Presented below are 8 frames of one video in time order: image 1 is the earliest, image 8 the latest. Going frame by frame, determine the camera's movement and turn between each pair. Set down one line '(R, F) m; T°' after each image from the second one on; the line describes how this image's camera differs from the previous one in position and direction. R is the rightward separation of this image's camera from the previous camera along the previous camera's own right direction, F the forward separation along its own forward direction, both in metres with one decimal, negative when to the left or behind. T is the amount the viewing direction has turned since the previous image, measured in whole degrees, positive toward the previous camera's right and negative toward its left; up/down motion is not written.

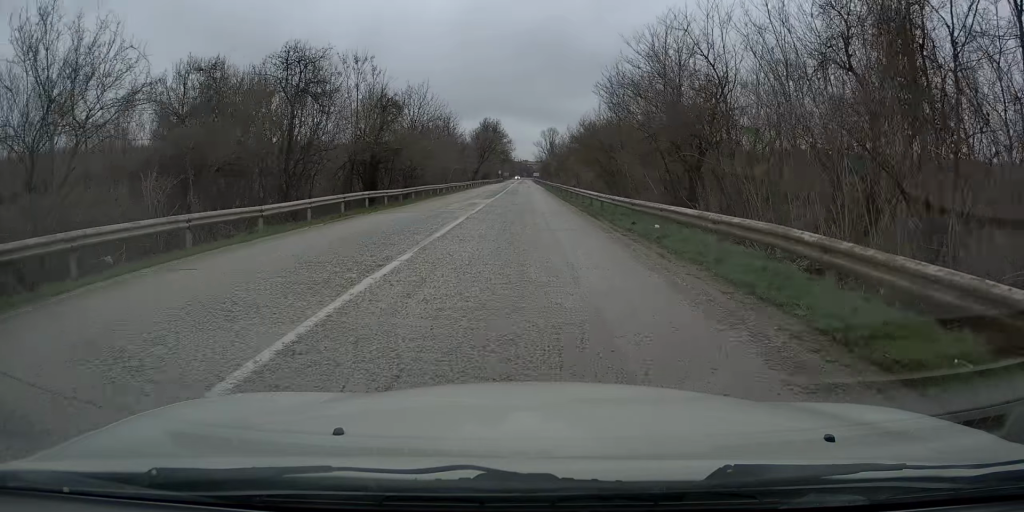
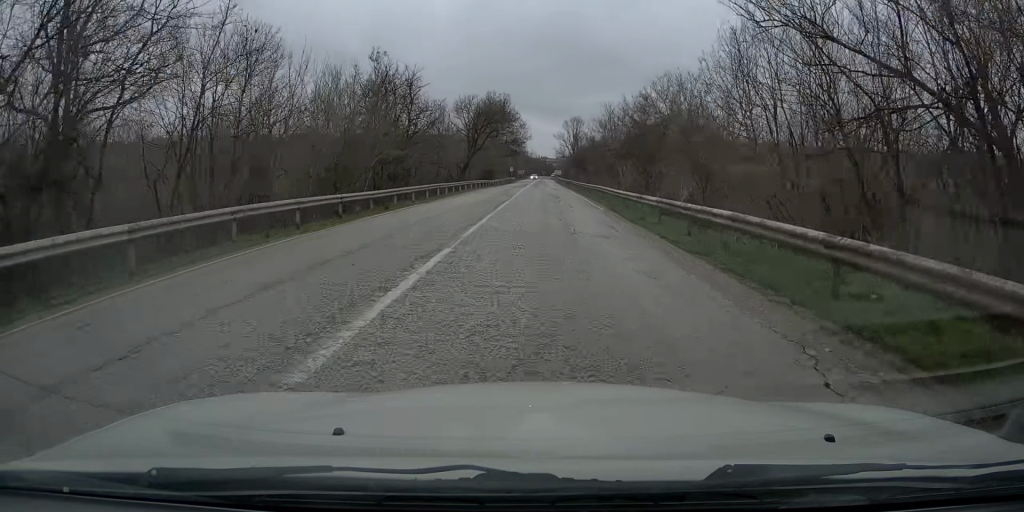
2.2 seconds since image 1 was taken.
(+0.2, +45.2) m; 0°
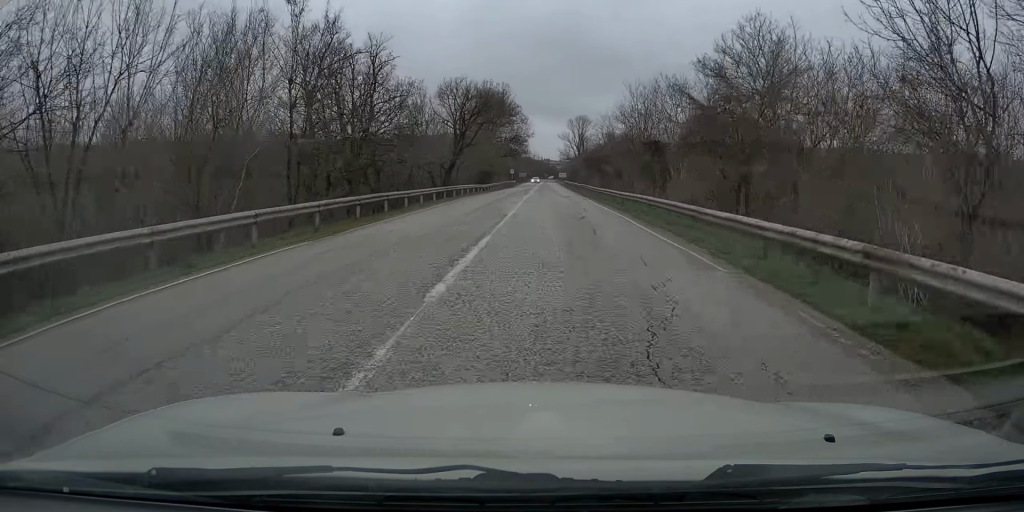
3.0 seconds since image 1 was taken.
(-0.1, +15.2) m; 0°
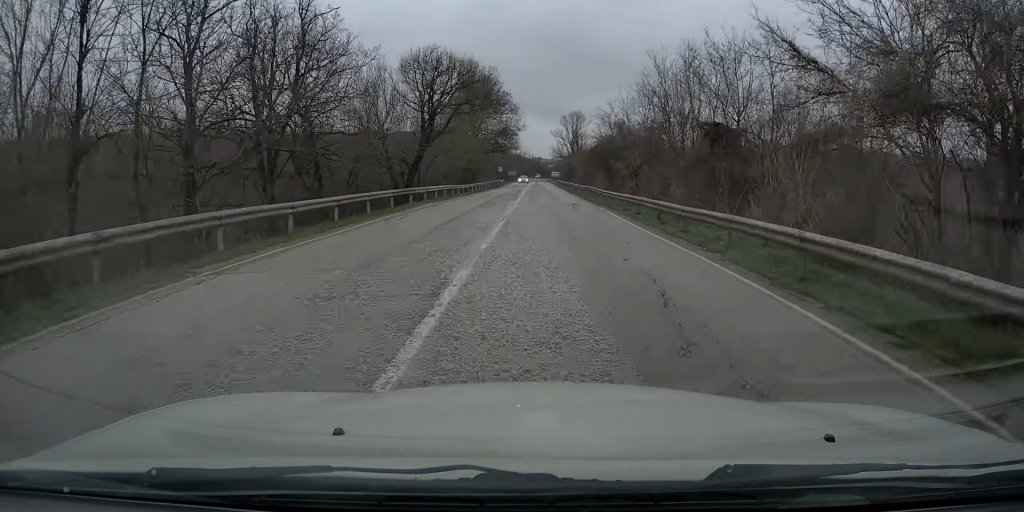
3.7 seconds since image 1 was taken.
(0.0, +13.2) m; 0°
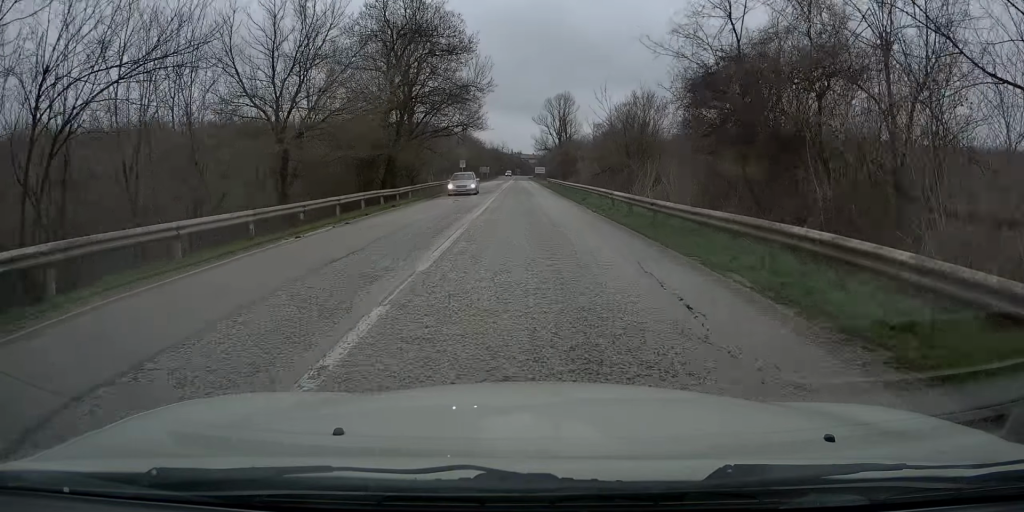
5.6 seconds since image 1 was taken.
(+0.1, +38.4) m; +1°
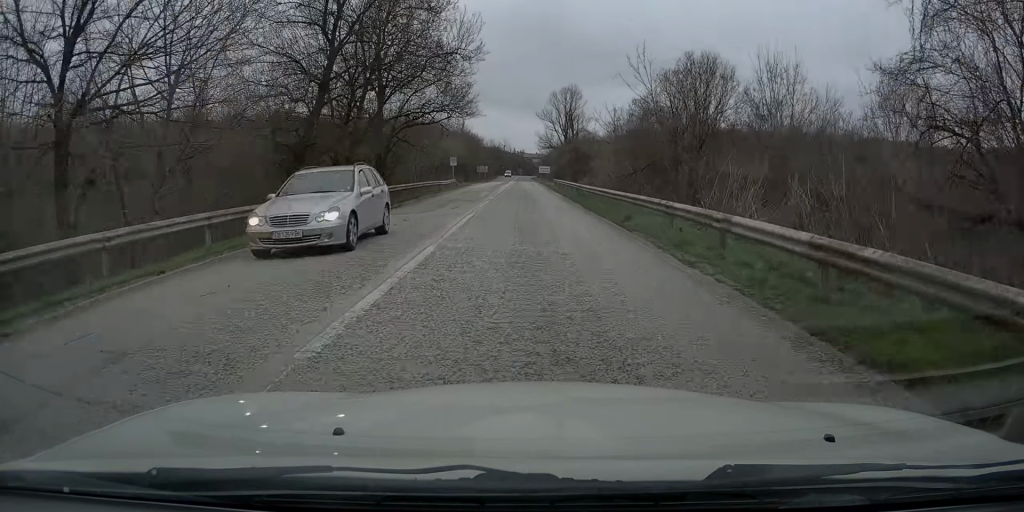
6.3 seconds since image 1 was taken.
(+0.2, +13.5) m; +1°
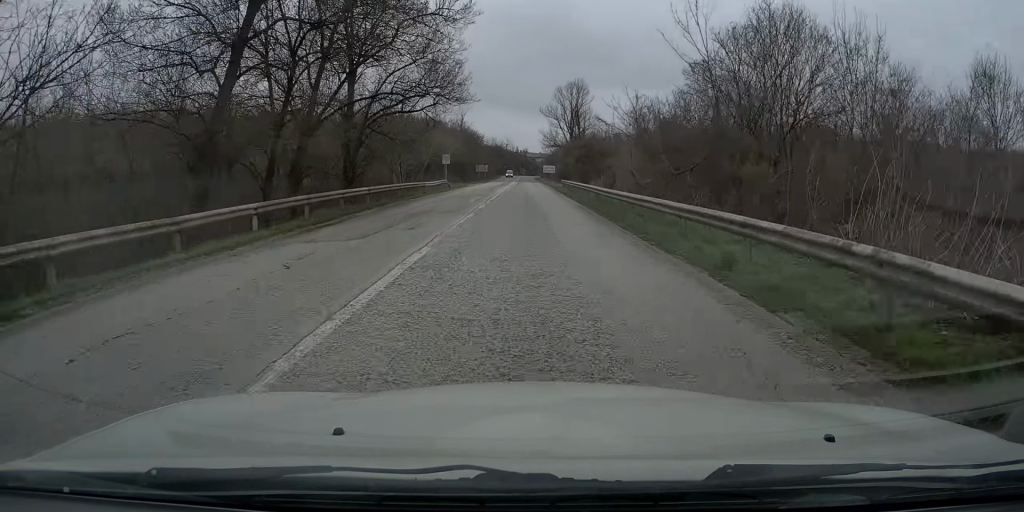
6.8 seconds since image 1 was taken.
(0.0, +9.0) m; 0°
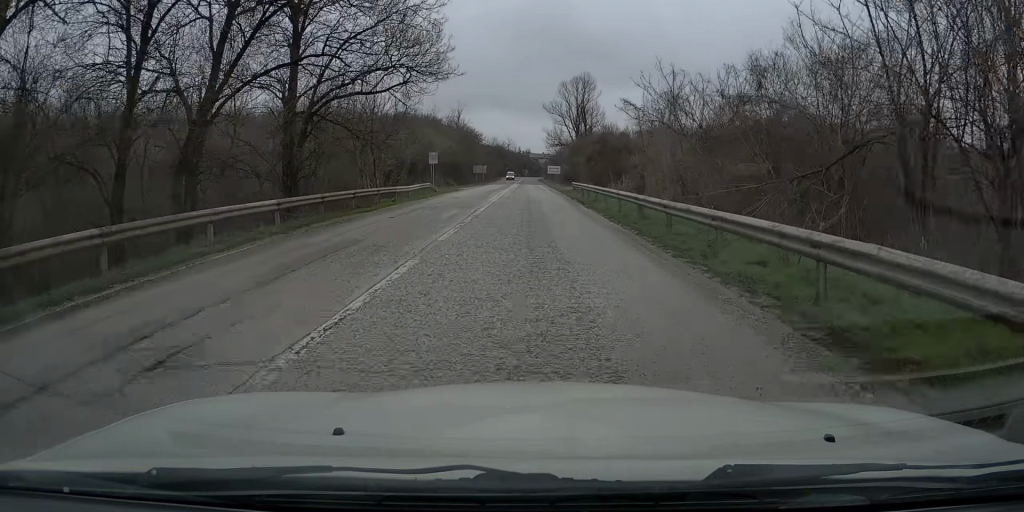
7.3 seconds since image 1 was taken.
(0.0, +10.2) m; -1°
